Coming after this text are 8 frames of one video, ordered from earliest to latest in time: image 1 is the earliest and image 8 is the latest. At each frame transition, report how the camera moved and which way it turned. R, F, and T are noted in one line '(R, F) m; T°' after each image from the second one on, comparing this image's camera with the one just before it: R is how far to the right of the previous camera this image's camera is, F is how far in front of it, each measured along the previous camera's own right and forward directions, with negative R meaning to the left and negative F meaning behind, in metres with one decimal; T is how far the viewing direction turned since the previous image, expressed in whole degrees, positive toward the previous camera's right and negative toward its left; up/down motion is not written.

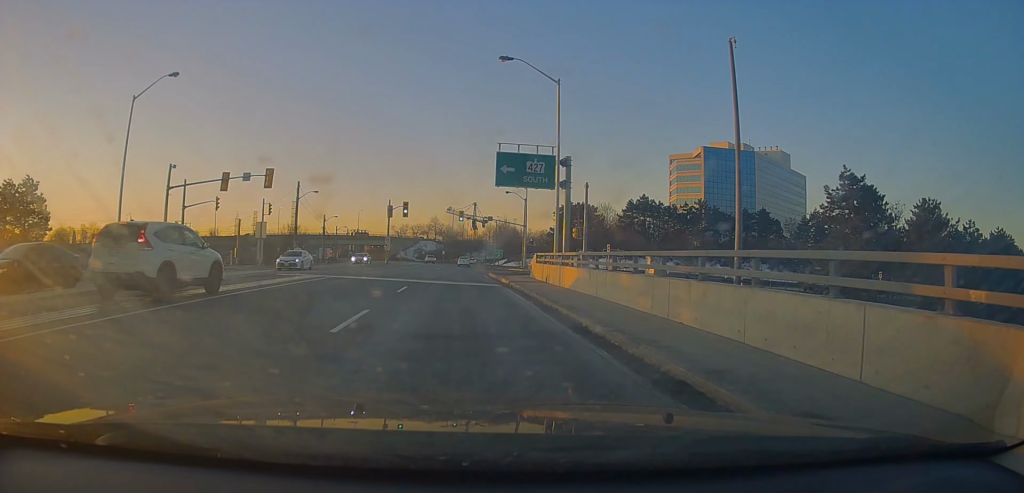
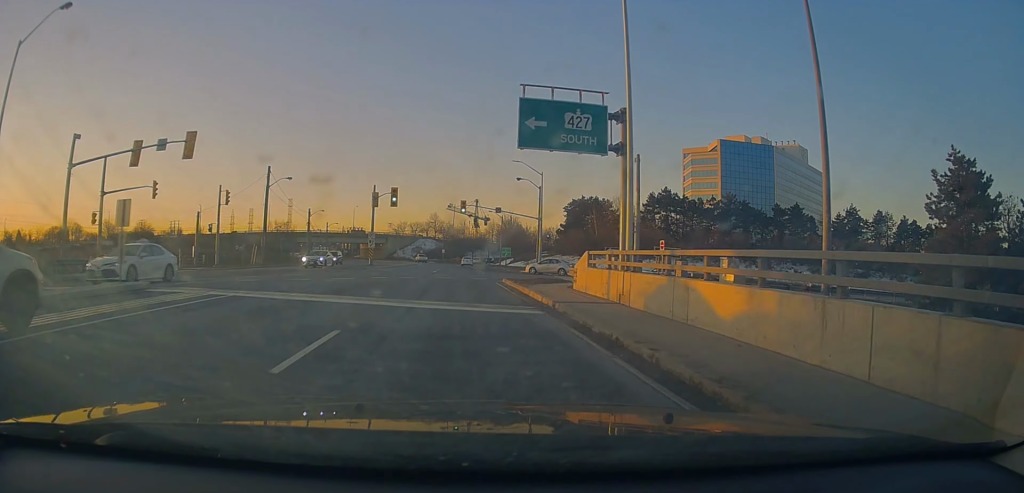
(-0.1, +12.0) m; 0°
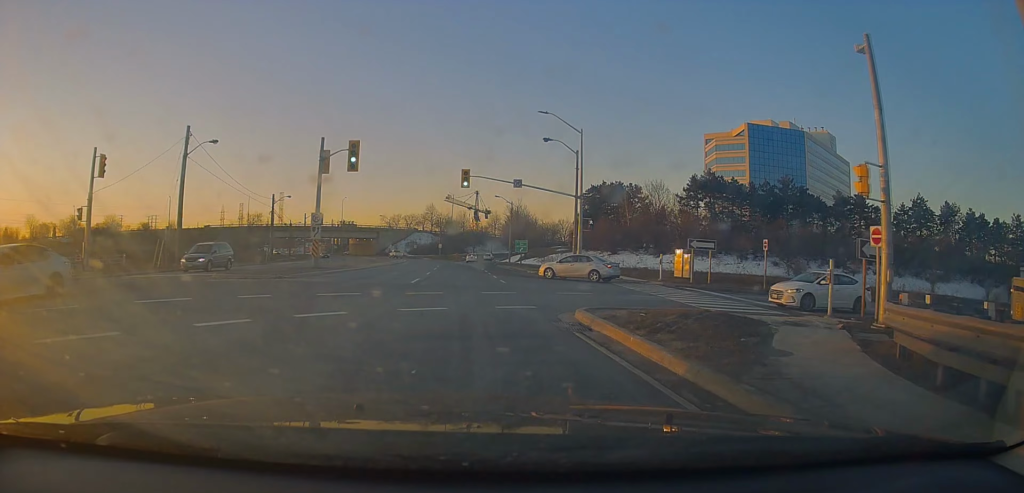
(0.0, +19.2) m; 0°
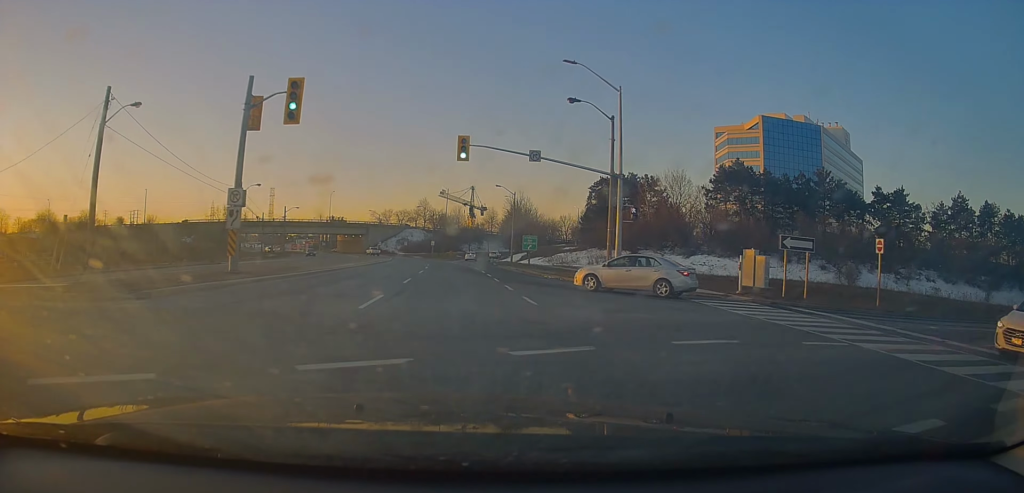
(+0.1, +10.9) m; 0°
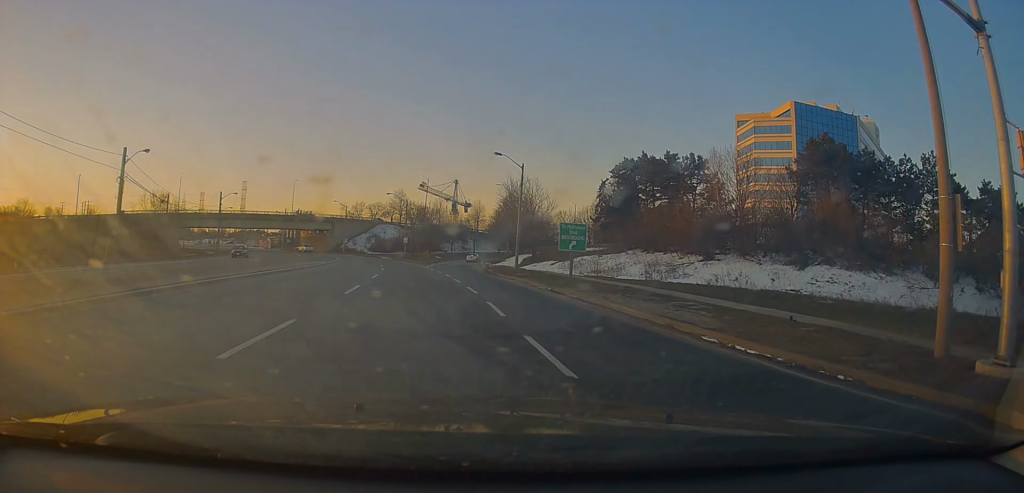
(+0.3, +23.9) m; +2°
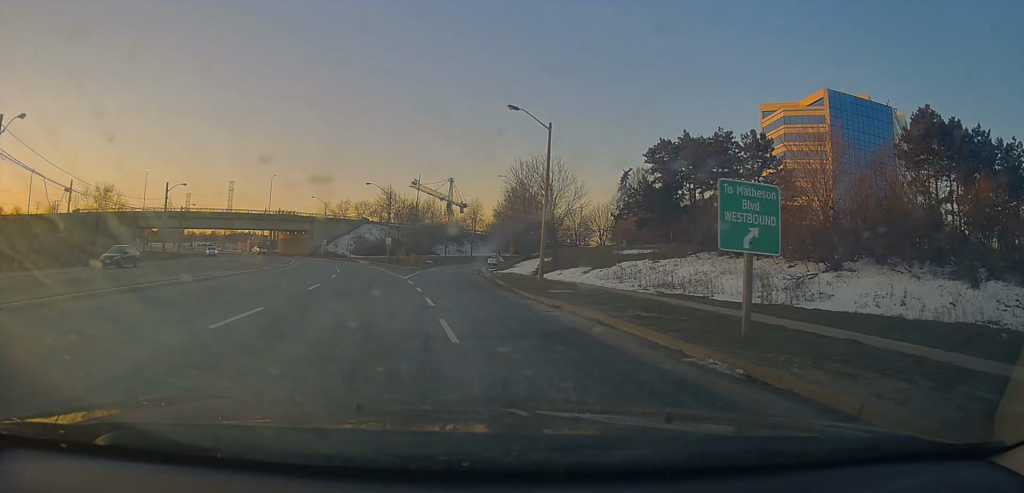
(+0.2, +15.9) m; 0°
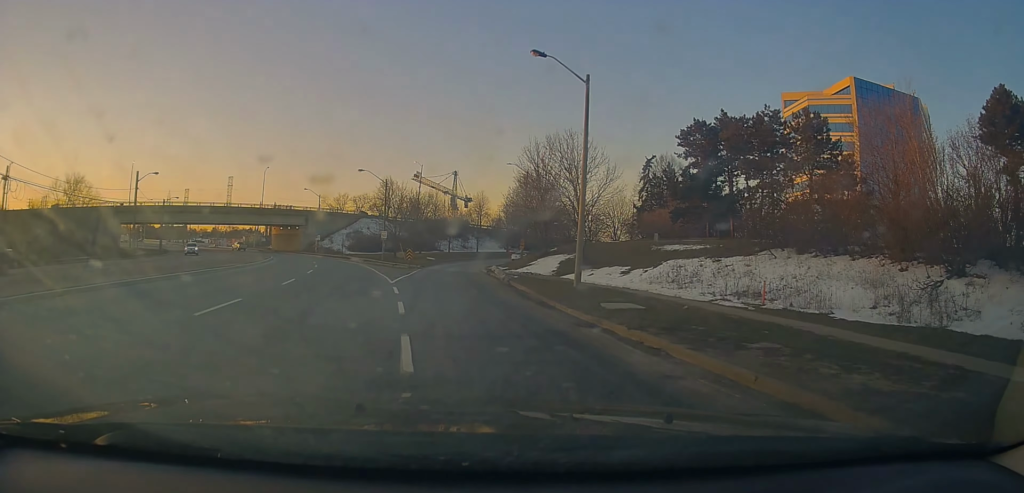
(0.0, +8.2) m; 0°
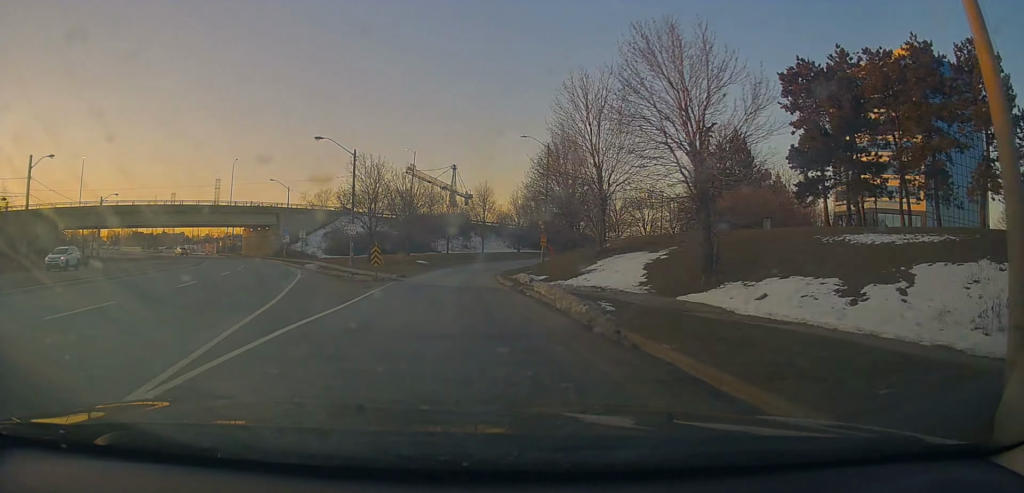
(-0.2, +18.9) m; 0°
